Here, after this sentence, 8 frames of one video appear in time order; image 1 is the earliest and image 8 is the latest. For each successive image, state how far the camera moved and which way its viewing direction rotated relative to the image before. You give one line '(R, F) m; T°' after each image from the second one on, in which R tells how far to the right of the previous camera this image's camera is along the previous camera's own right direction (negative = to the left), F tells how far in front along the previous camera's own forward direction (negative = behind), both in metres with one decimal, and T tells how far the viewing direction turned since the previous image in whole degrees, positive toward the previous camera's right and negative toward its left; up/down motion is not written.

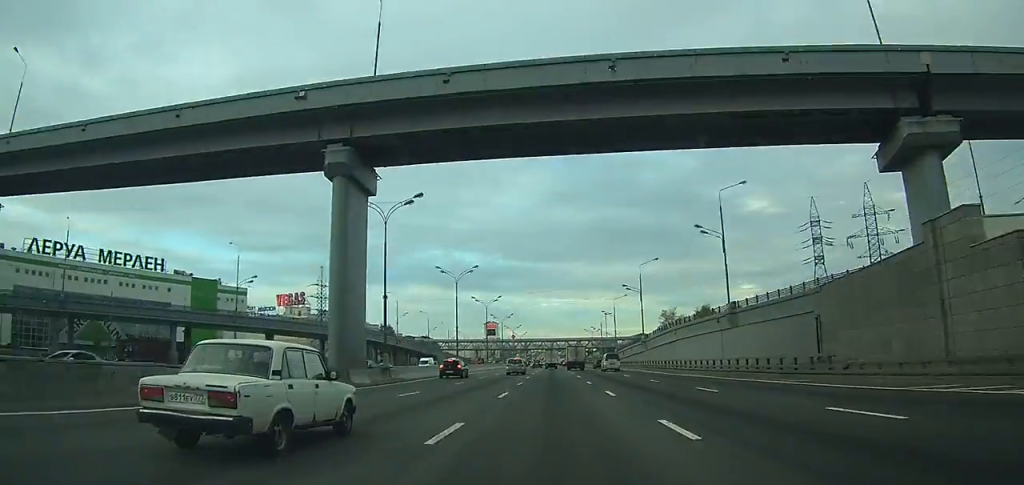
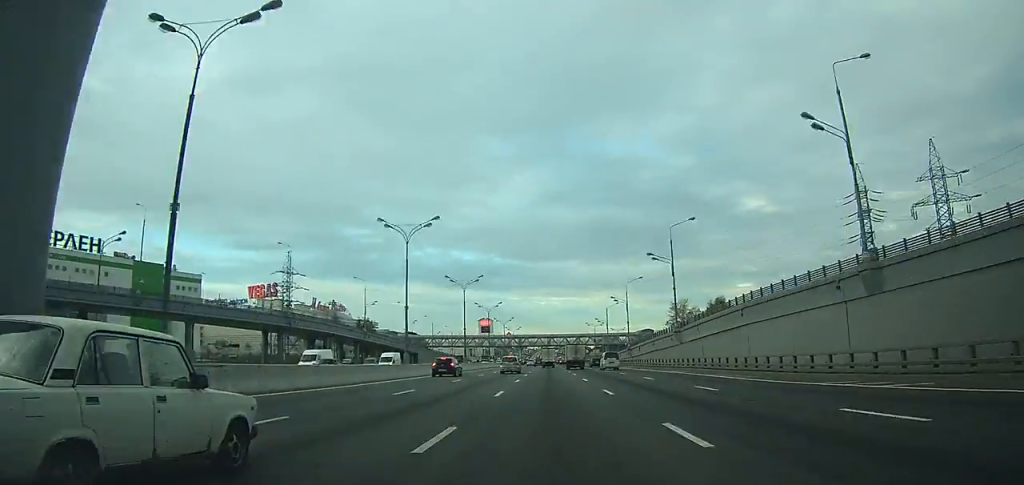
(0.0, +24.8) m; 0°
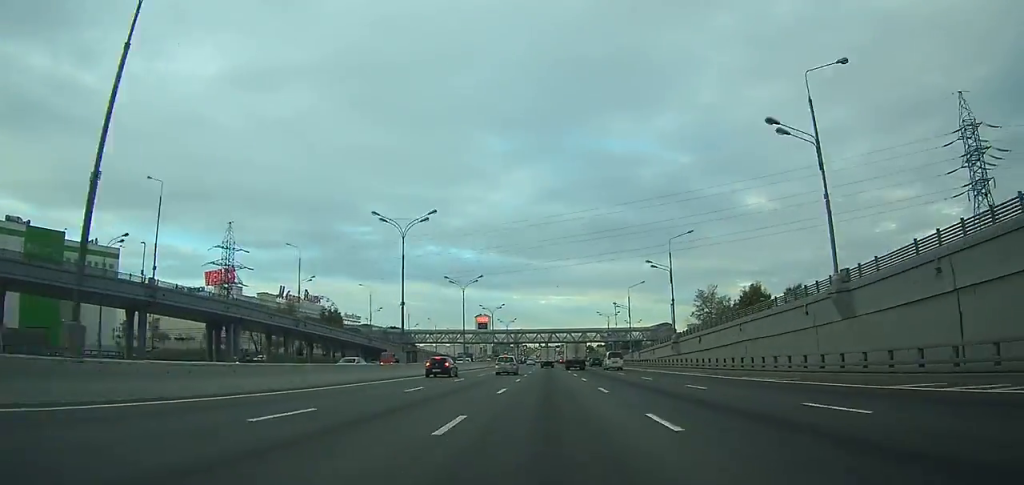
(0.0, +35.0) m; 0°
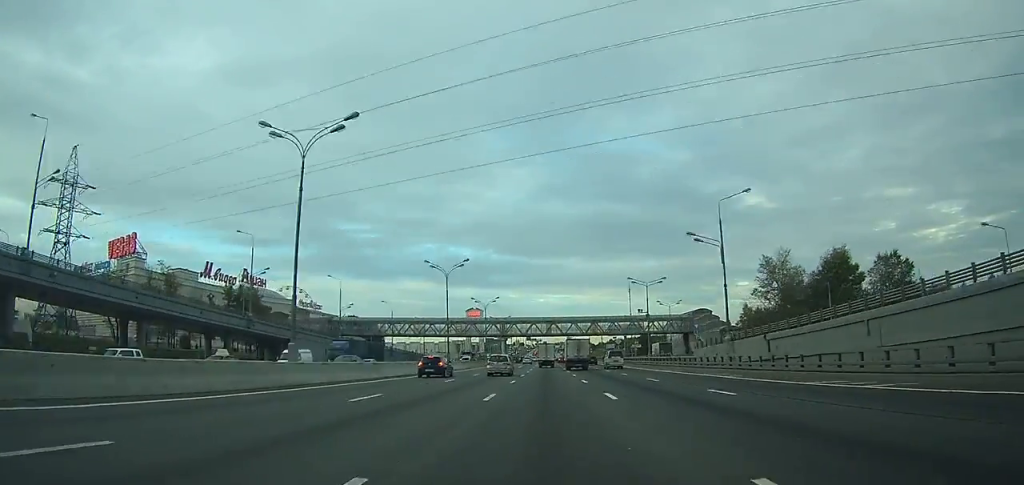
(-0.1, +52.0) m; 0°
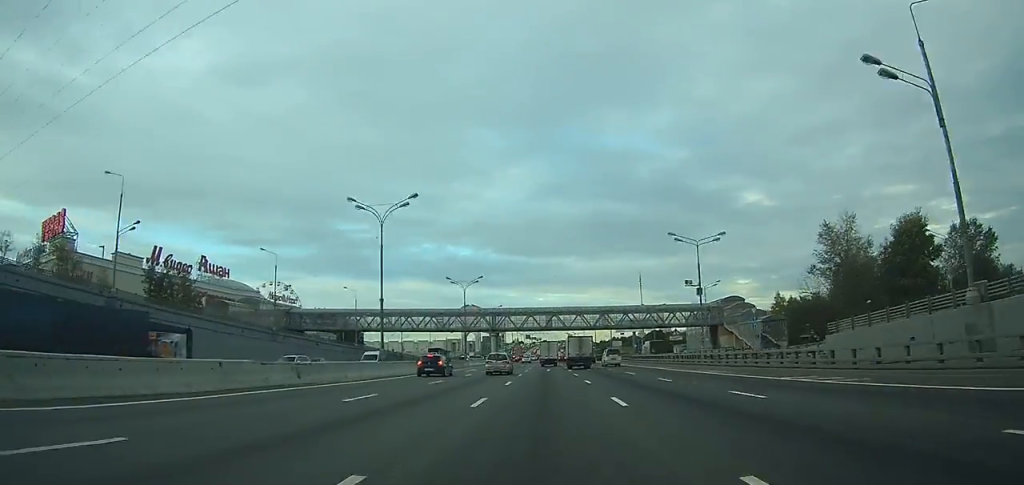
(0.0, +26.4) m; 0°
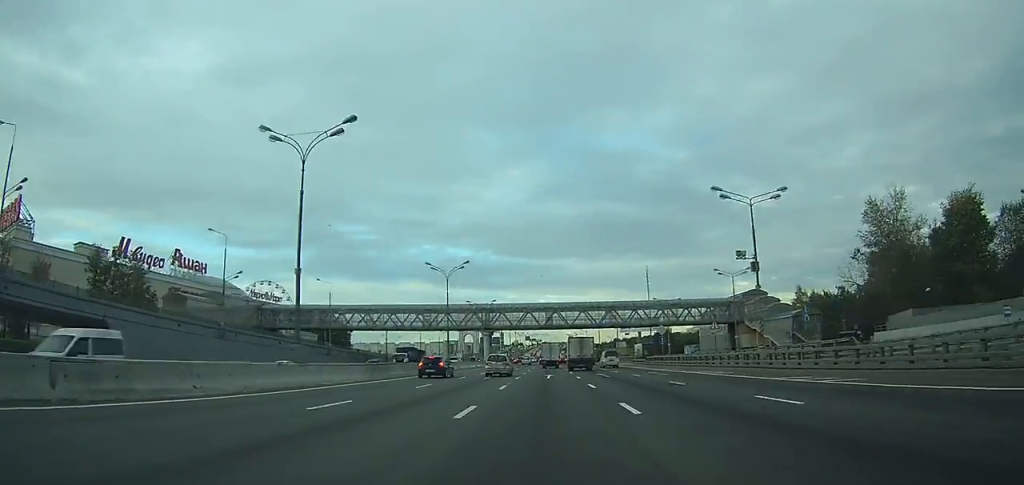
(0.0, +14.4) m; 0°
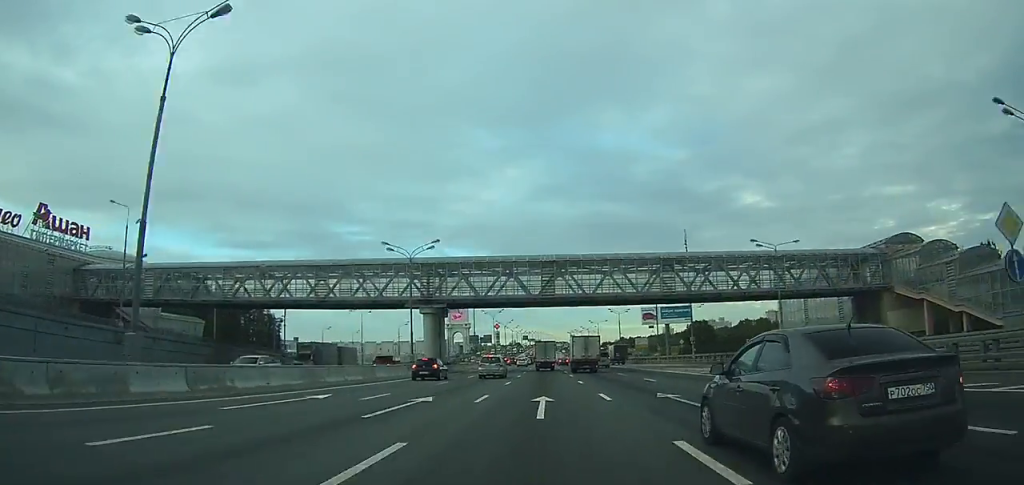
(0.0, +56.4) m; 0°
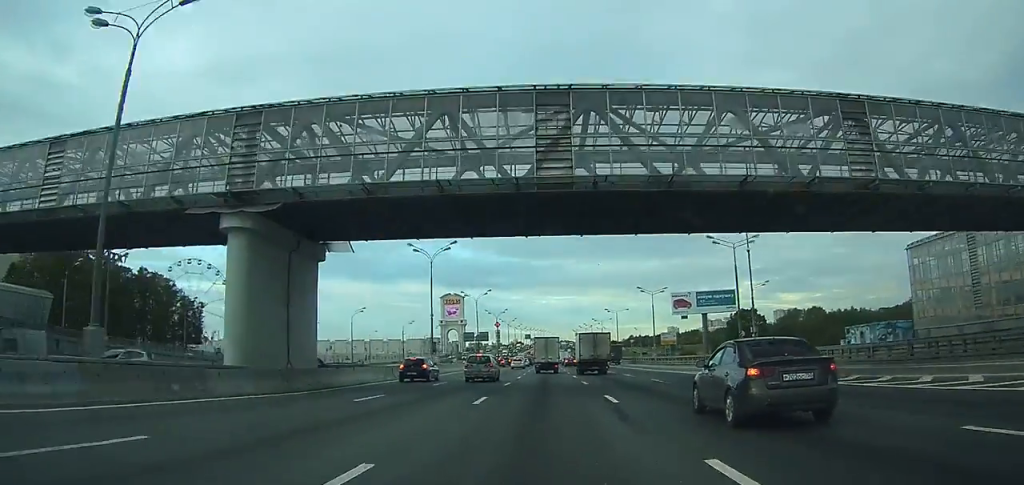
(-0.1, +38.2) m; 0°
